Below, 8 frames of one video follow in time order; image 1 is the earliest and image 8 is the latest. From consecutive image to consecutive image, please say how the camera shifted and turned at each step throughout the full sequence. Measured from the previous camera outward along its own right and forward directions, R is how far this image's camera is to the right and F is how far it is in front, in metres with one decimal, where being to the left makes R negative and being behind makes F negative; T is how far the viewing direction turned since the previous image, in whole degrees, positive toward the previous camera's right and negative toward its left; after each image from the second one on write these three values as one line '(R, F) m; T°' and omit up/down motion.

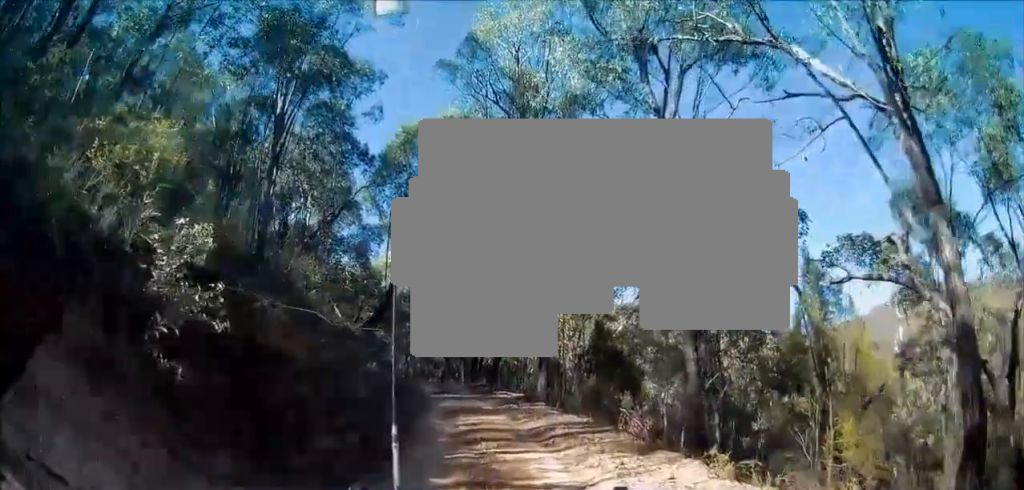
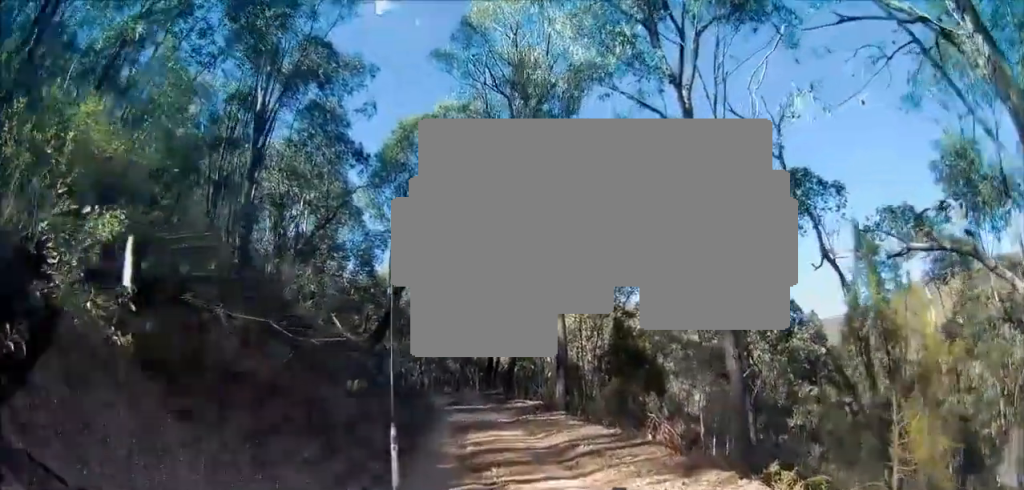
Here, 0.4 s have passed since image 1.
(-0.1, +1.5) m; 0°
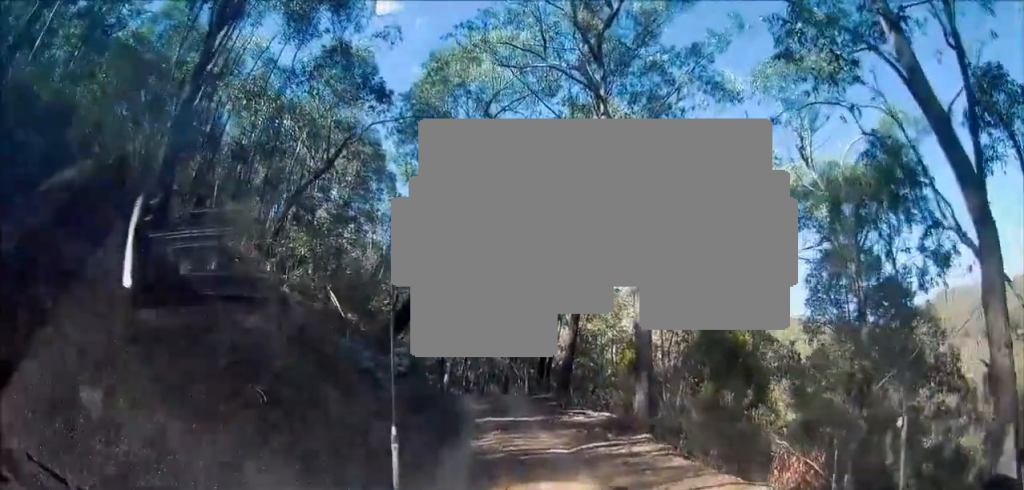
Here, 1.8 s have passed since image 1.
(+0.1, +4.9) m; -1°
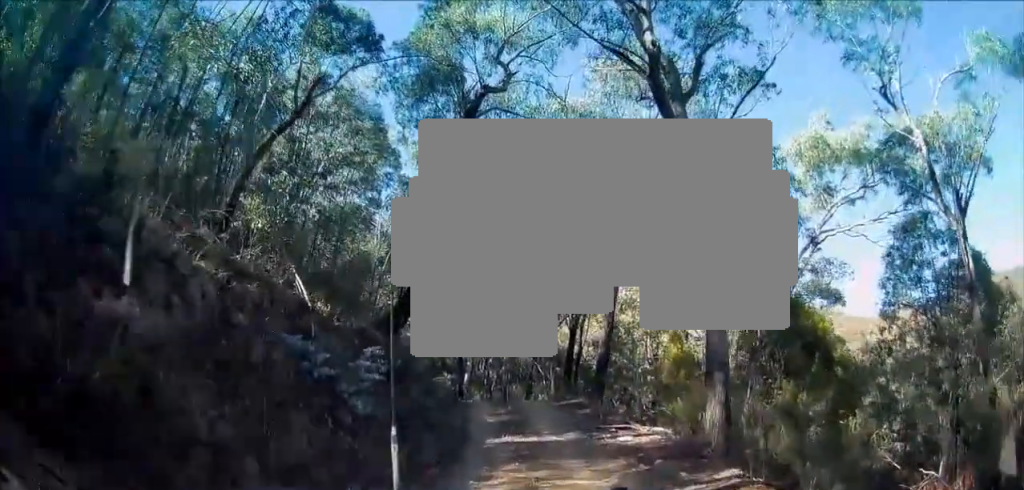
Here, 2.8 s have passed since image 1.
(-0.2, +3.5) m; -10°
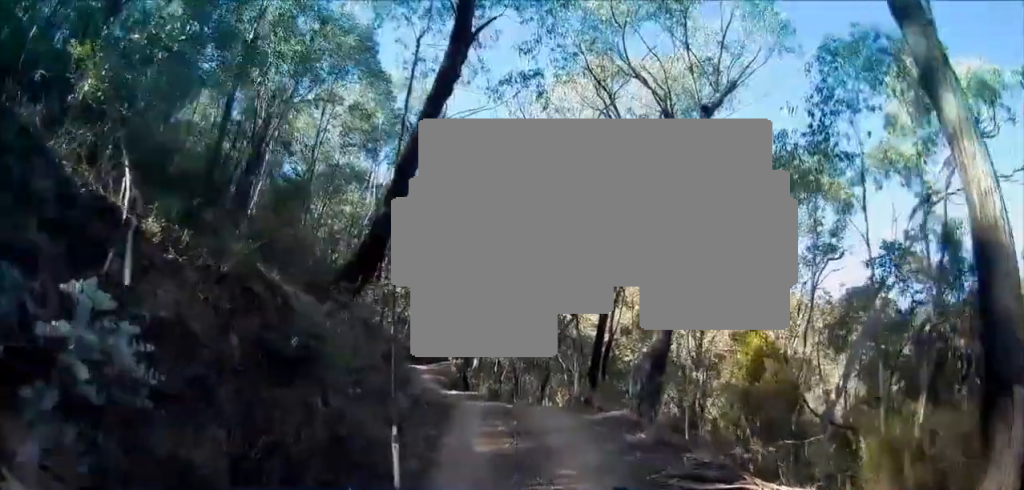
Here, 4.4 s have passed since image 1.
(-0.4, +5.9) m; -1°
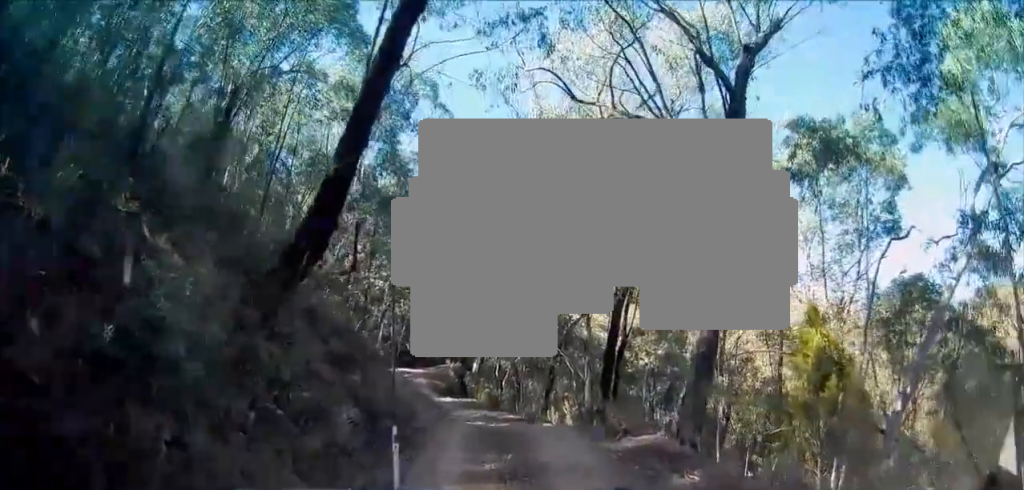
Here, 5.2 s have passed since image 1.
(+0.1, +2.7) m; +4°
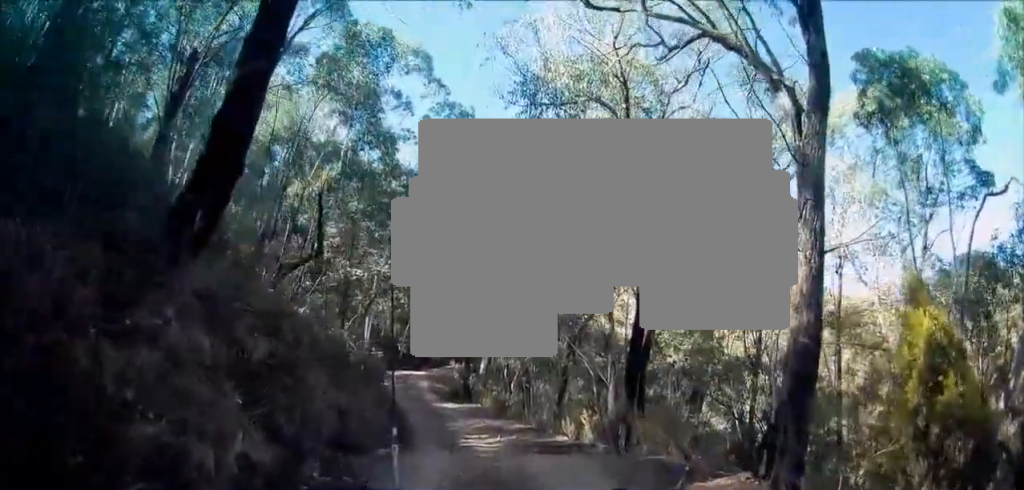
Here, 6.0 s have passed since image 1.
(+0.1, +2.7) m; +3°
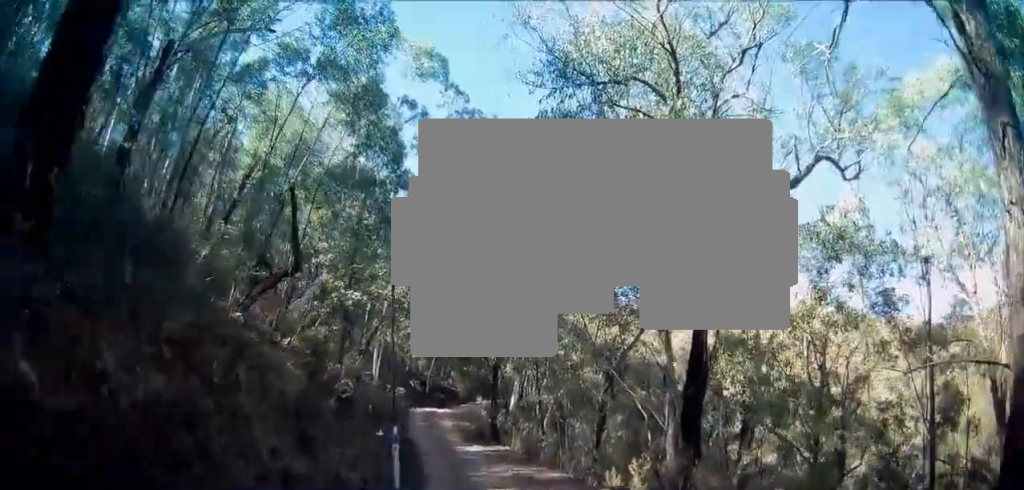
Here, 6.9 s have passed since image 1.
(+0.2, +2.4) m; -5°
